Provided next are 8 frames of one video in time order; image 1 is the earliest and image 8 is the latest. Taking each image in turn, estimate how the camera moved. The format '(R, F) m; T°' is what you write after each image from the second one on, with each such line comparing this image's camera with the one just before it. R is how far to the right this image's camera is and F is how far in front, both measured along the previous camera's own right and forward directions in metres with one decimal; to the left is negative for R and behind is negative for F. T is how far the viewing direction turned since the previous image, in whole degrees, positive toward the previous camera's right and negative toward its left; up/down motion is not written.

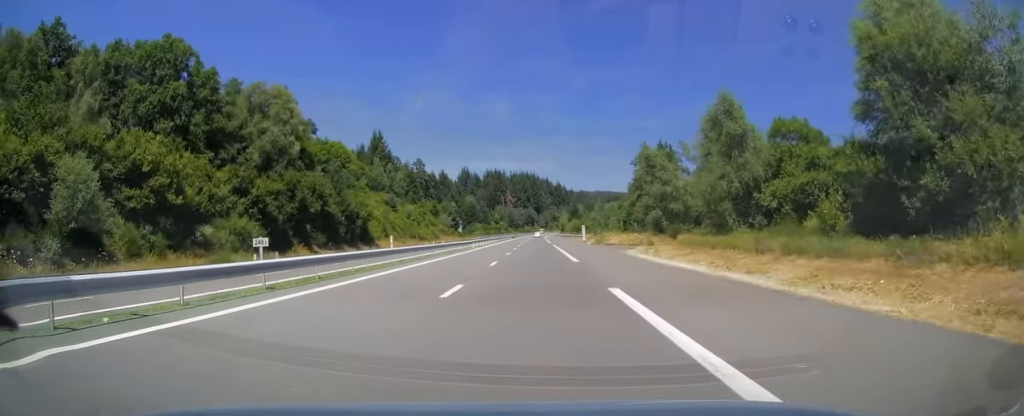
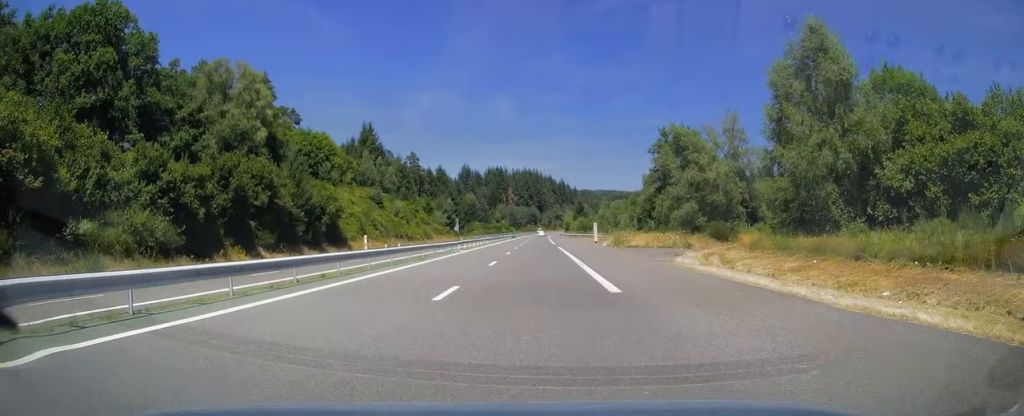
(0.0, +13.8) m; 0°
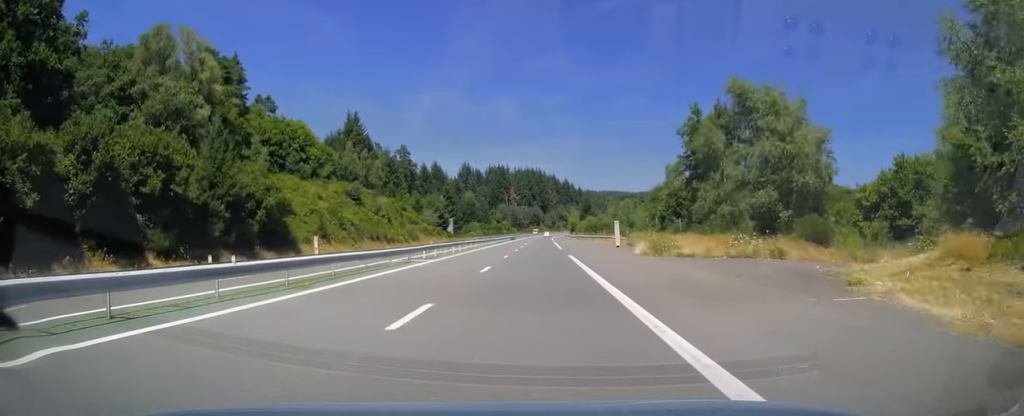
(0.0, +16.7) m; 0°
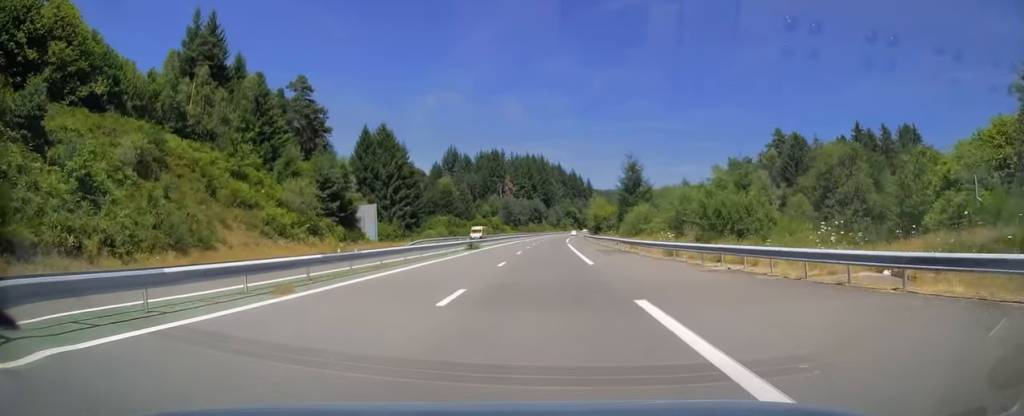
(-0.5, +75.5) m; 0°
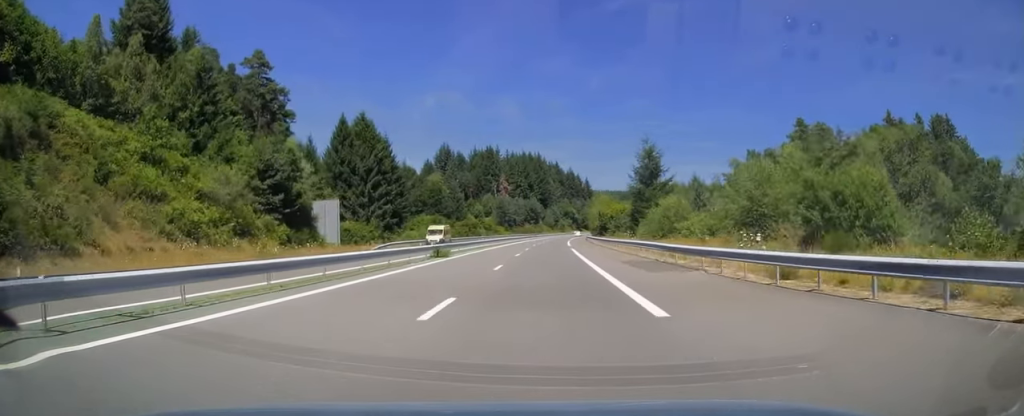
(+0.1, +14.8) m; 0°
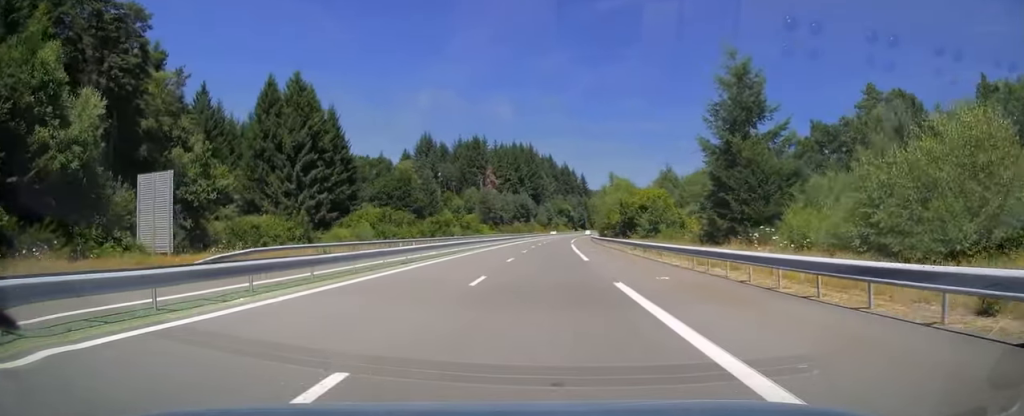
(+0.3, +33.0) m; +1°
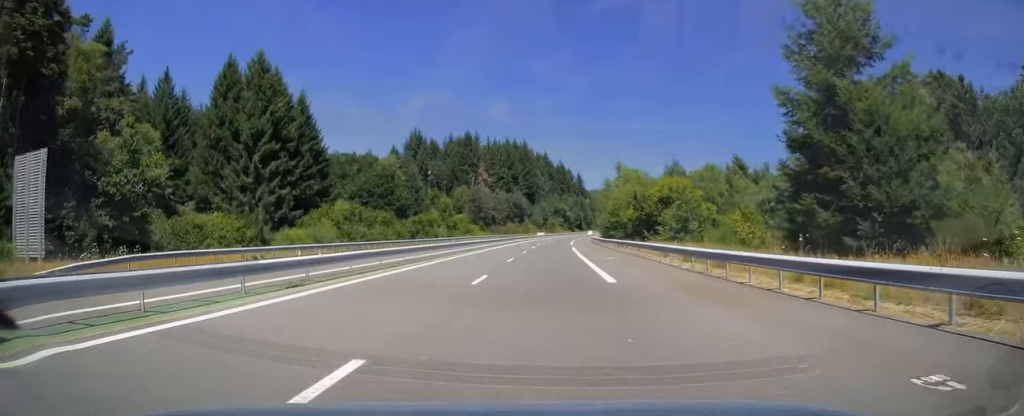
(0.0, +12.3) m; 0°
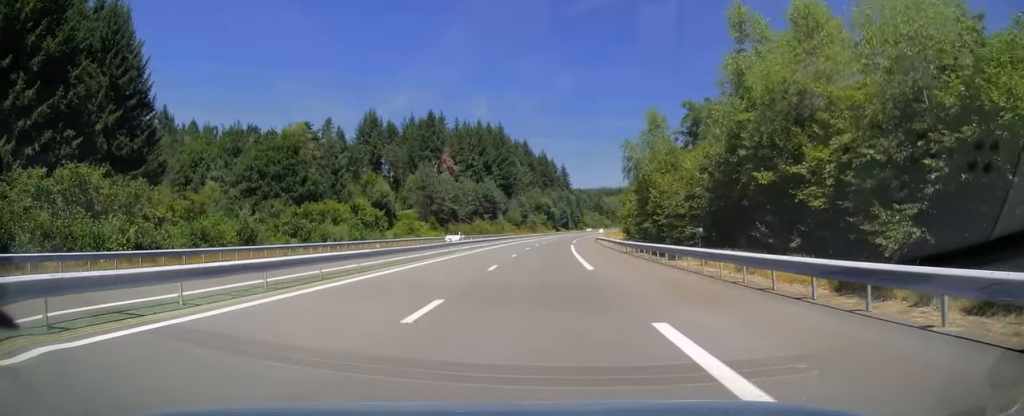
(+0.7, +46.2) m; +2°
